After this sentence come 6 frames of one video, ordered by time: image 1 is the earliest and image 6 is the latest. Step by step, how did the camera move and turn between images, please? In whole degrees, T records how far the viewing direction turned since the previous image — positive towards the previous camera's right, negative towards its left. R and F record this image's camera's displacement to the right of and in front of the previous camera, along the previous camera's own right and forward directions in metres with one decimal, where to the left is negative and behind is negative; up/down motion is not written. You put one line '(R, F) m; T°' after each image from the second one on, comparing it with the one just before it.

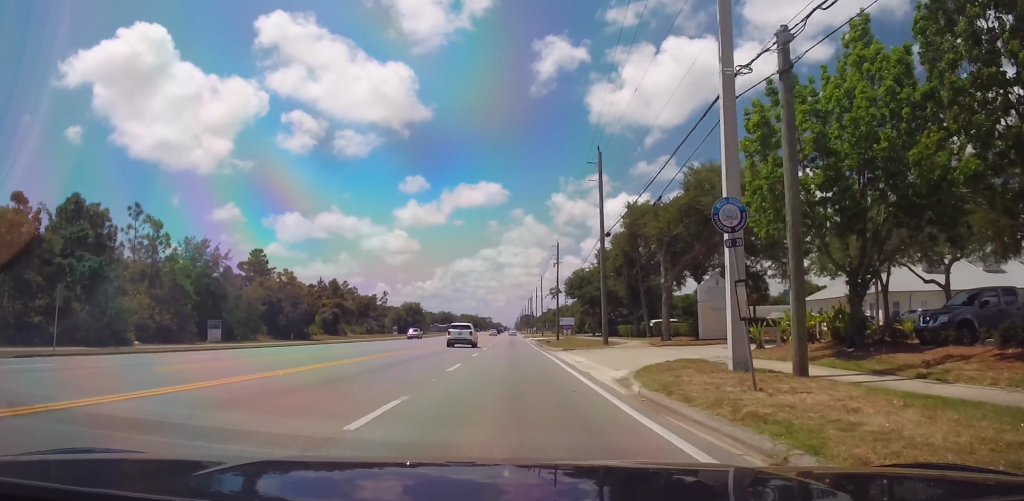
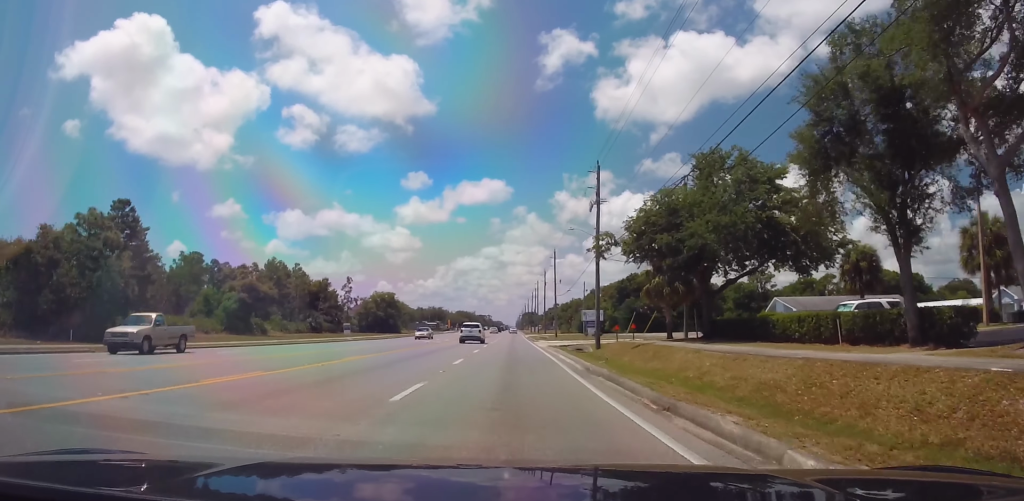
(+0.1, +41.2) m; +1°
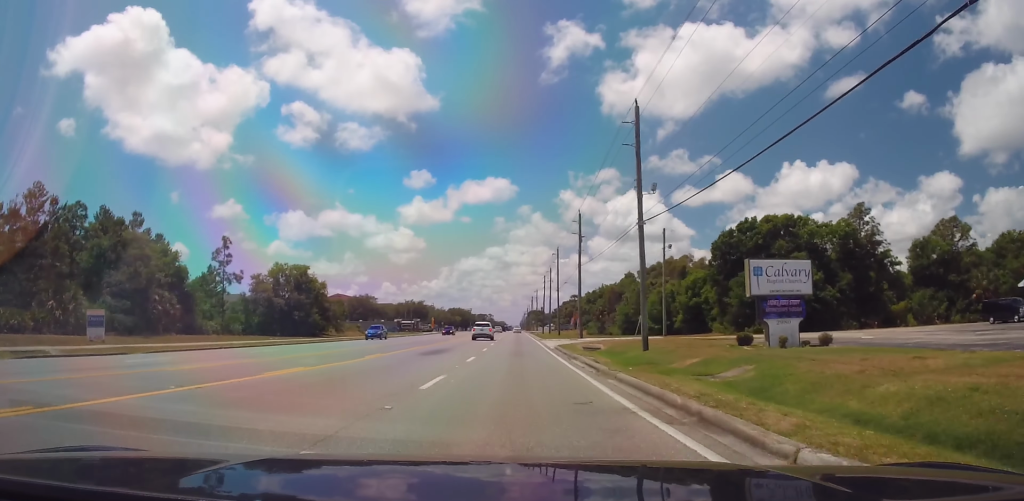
(0.0, +64.7) m; 0°
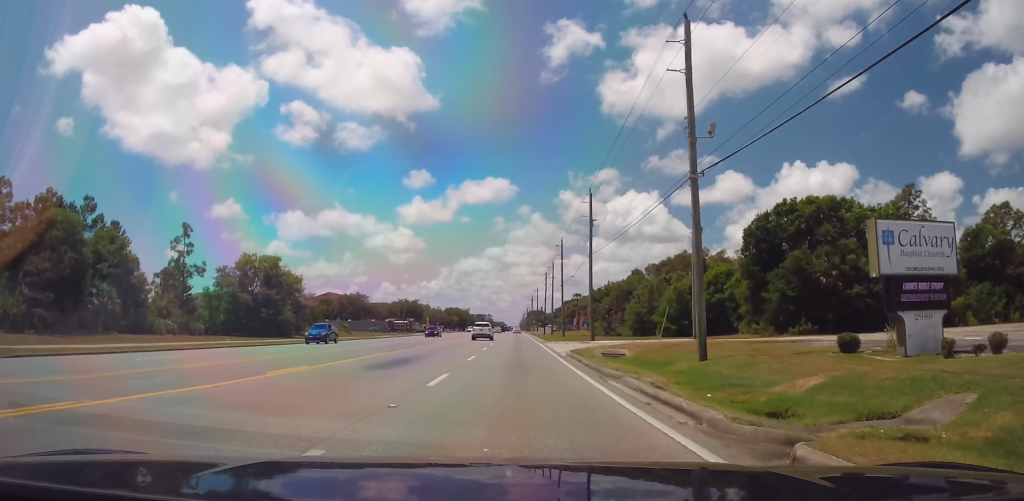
(0.0, +10.6) m; 0°
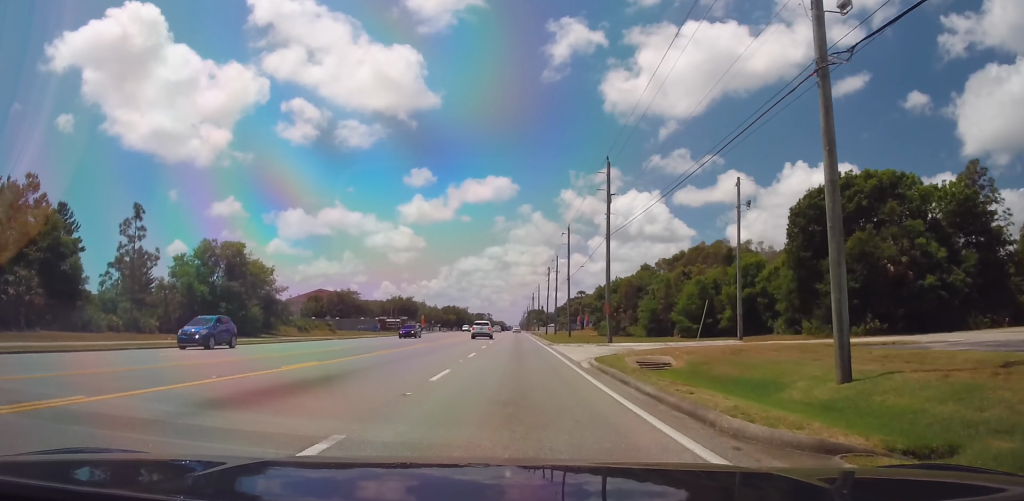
(+0.1, +10.6) m; 0°
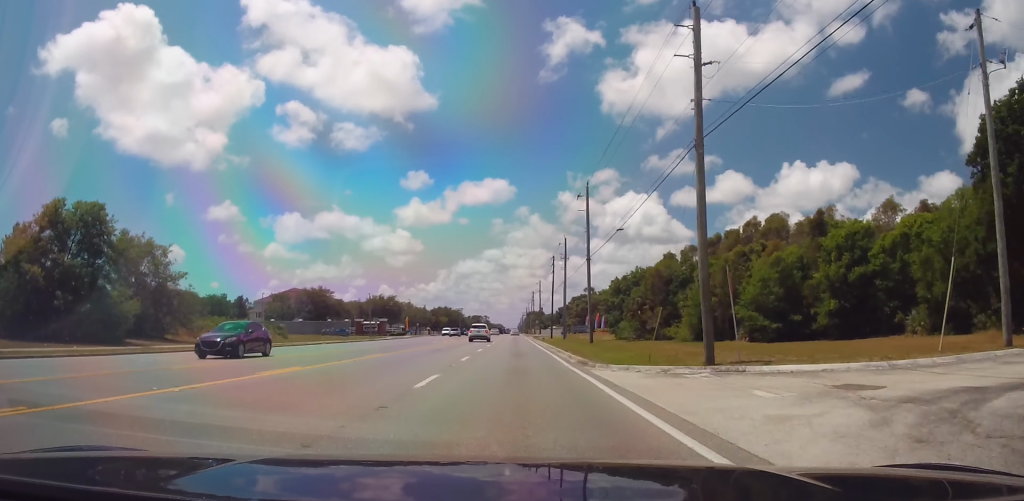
(-0.3, +24.0) m; 0°
